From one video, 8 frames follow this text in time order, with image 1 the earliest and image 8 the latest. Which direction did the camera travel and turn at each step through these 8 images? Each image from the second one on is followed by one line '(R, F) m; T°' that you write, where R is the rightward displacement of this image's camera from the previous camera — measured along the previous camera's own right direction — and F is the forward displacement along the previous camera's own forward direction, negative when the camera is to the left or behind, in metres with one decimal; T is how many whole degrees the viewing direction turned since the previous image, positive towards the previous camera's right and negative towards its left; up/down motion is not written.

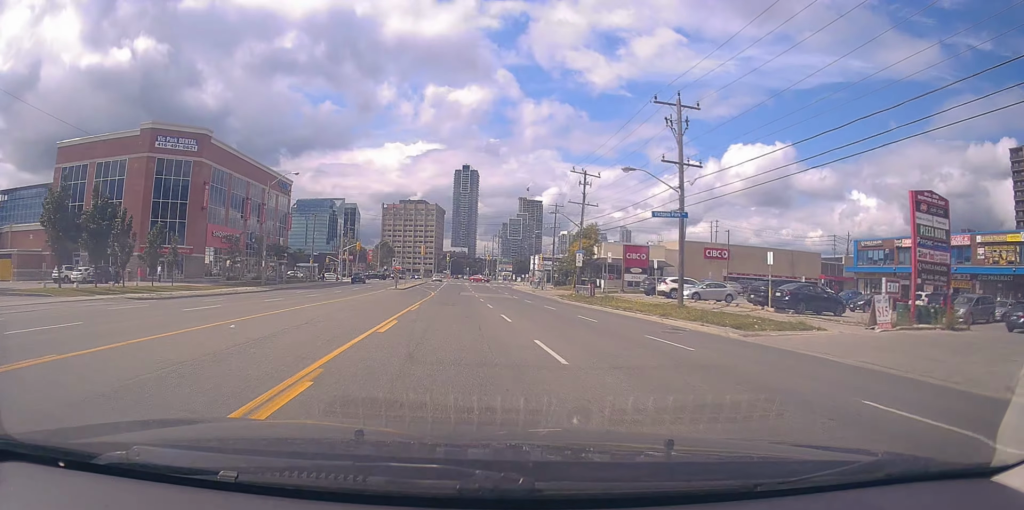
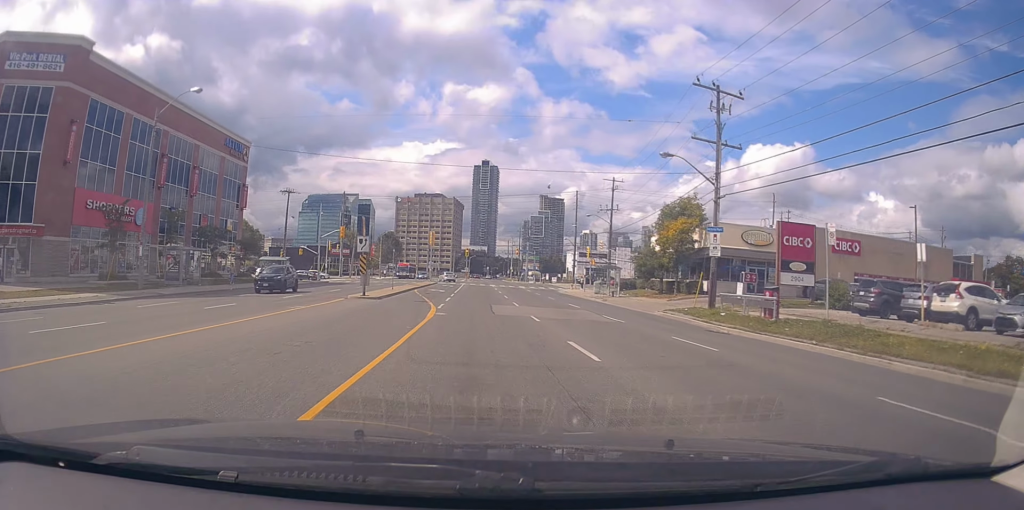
(-0.1, +26.6) m; -1°
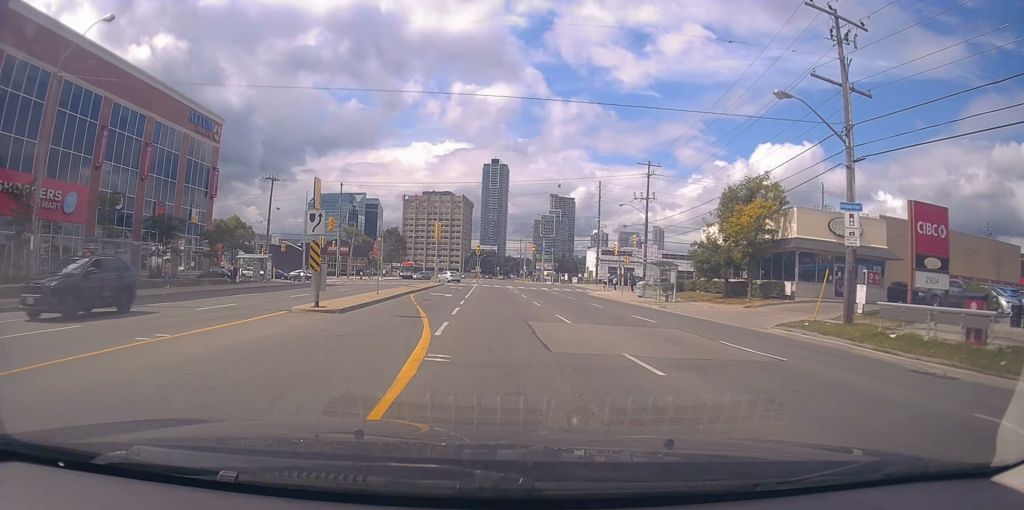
(-0.1, +10.9) m; -1°
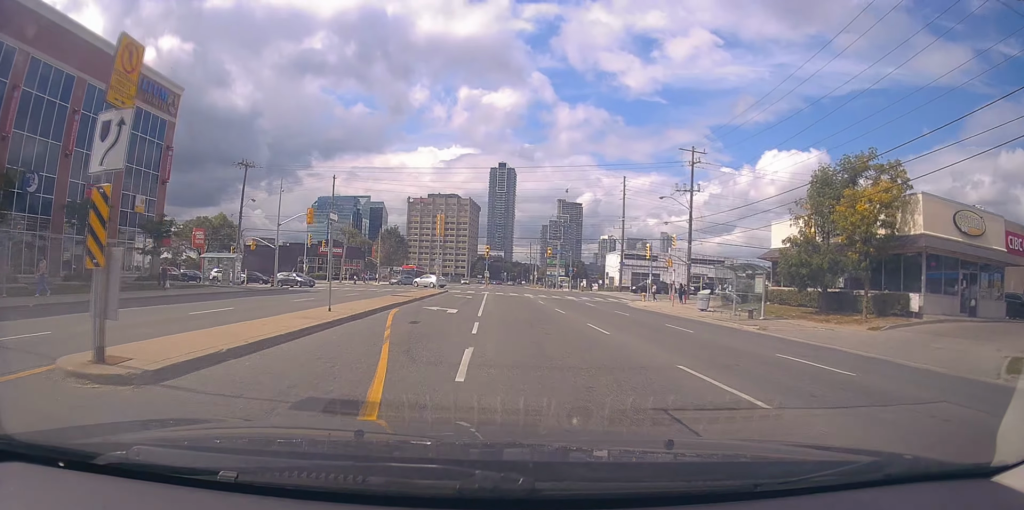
(-0.1, +11.2) m; -2°
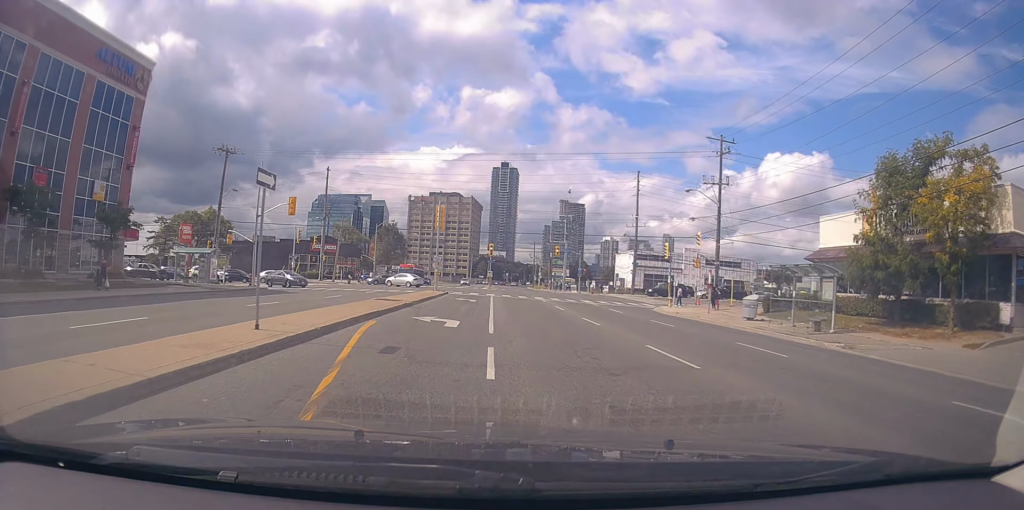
(-0.1, +5.9) m; -1°
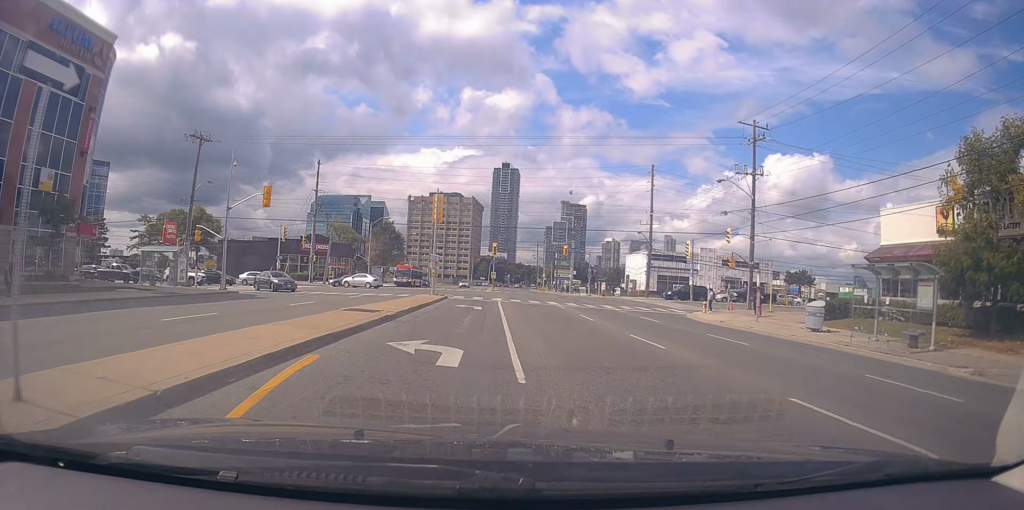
(-0.1, +6.3) m; -1°
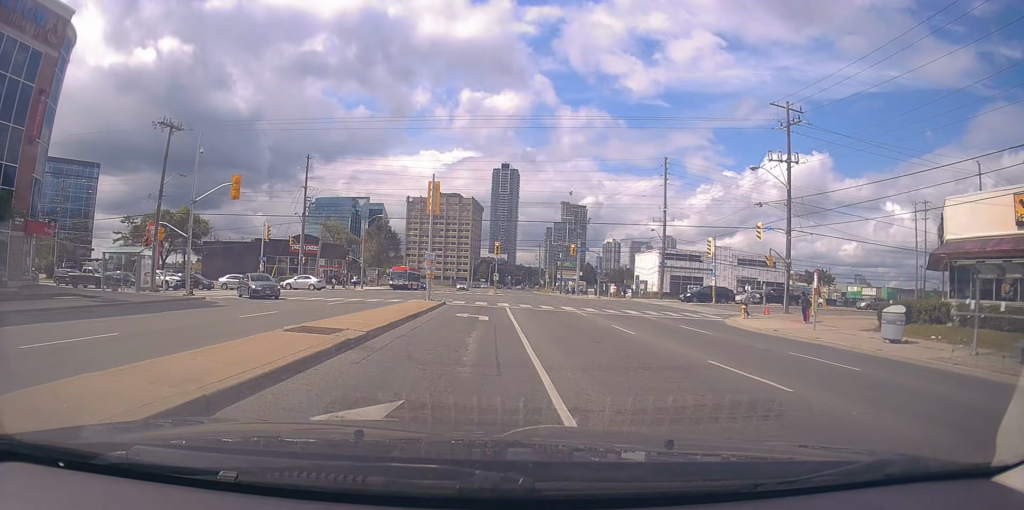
(0.0, +5.4) m; 0°
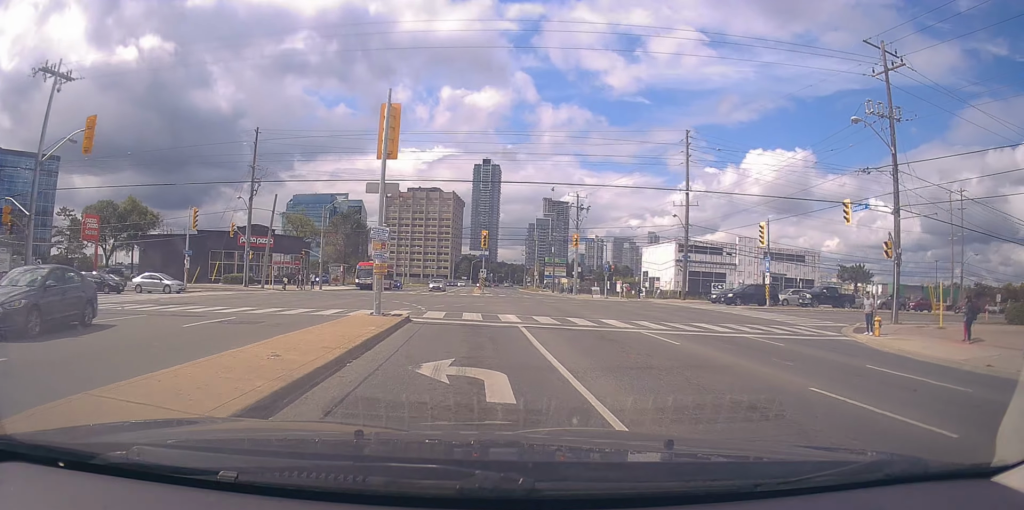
(0.0, +13.5) m; +4°
